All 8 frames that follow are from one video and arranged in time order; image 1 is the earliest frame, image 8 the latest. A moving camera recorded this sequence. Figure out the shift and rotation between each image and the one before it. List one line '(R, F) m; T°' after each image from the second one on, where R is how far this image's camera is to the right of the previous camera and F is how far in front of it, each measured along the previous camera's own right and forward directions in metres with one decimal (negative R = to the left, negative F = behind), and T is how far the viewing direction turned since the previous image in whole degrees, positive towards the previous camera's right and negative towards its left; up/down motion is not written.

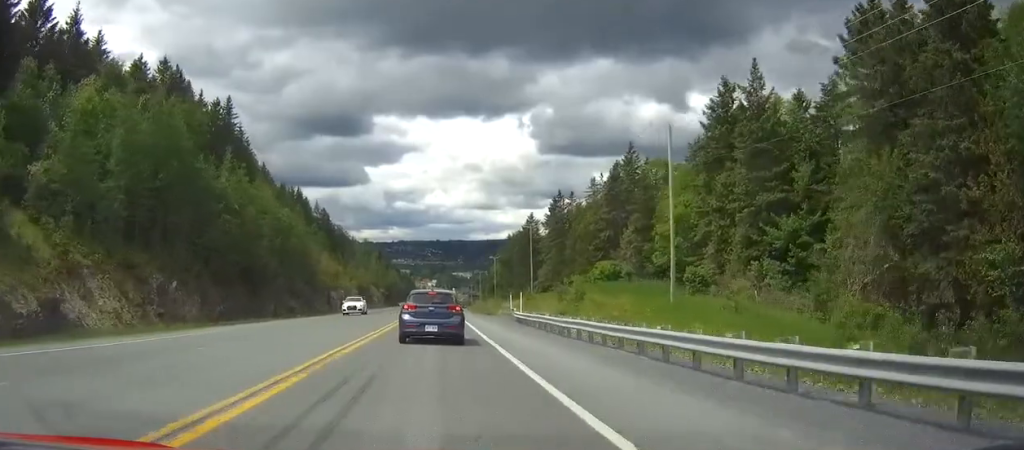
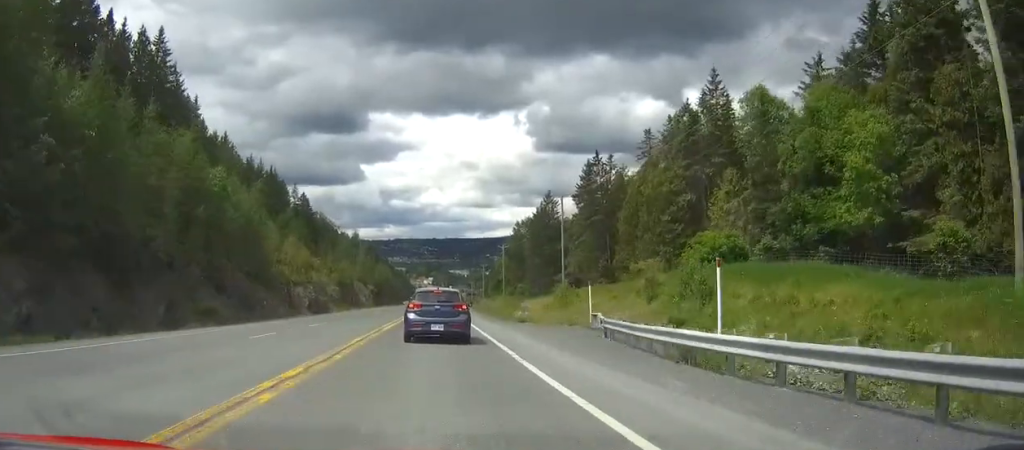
(0.0, +27.6) m; 0°
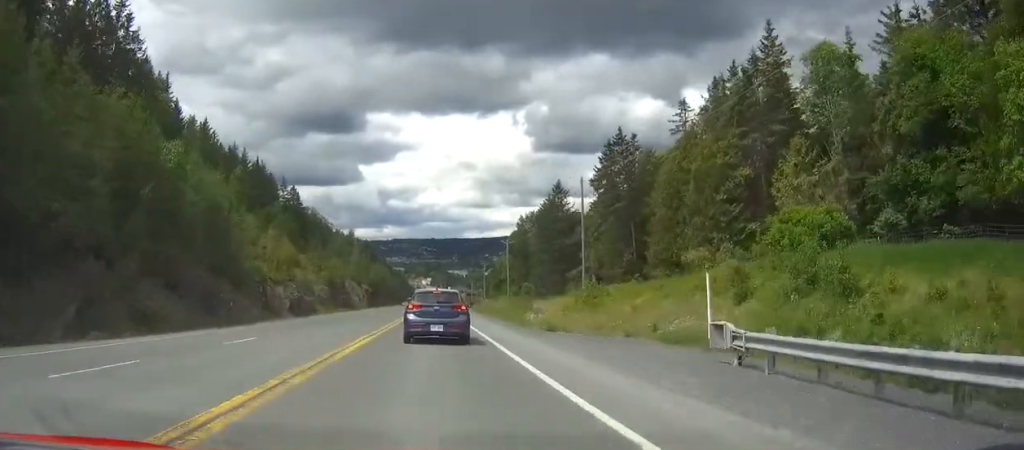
(0.0, +11.5) m; 0°
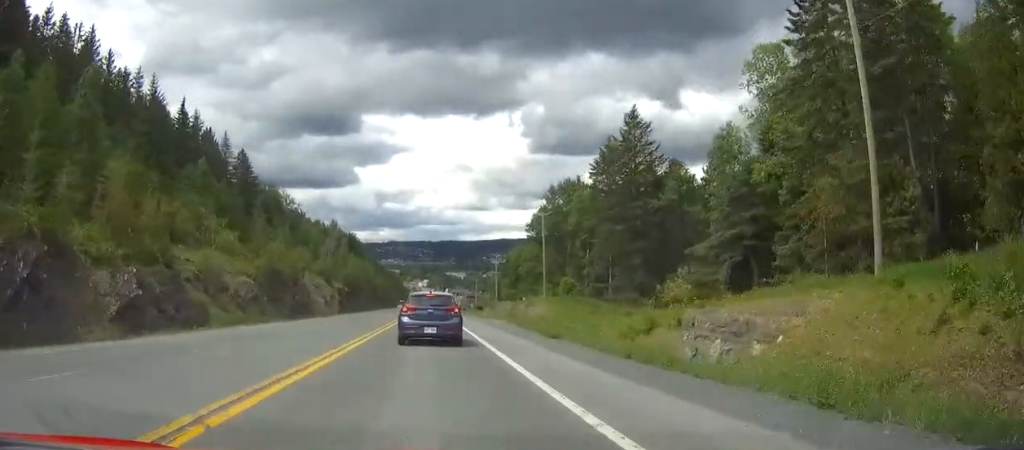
(+0.2, +46.5) m; 0°
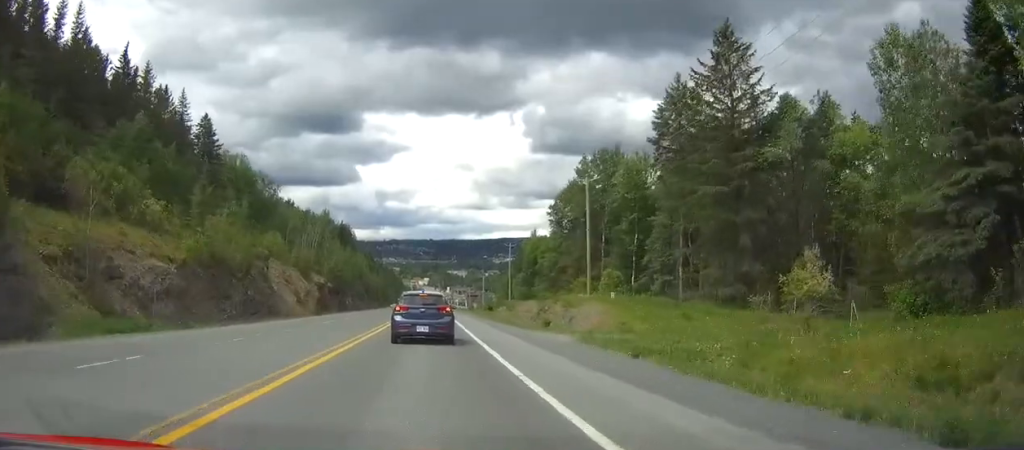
(-0.1, +23.9) m; 0°
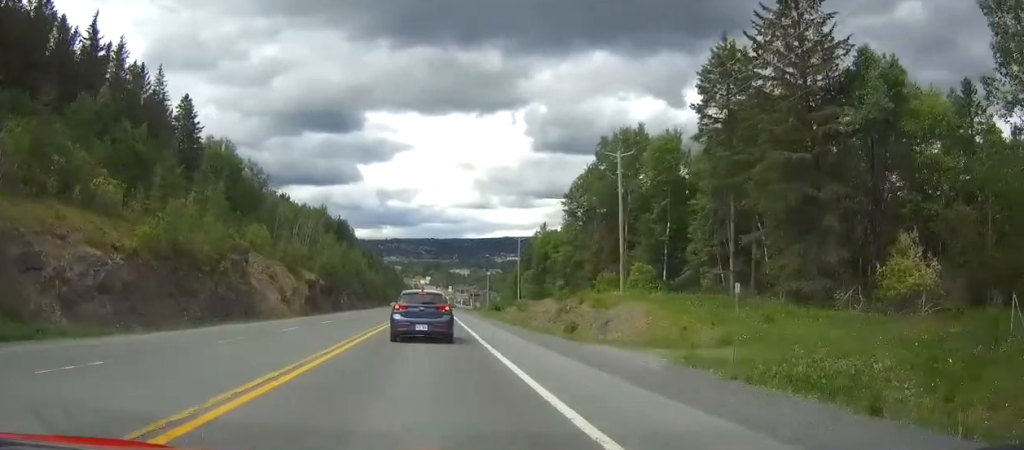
(0.0, +10.3) m; 0°
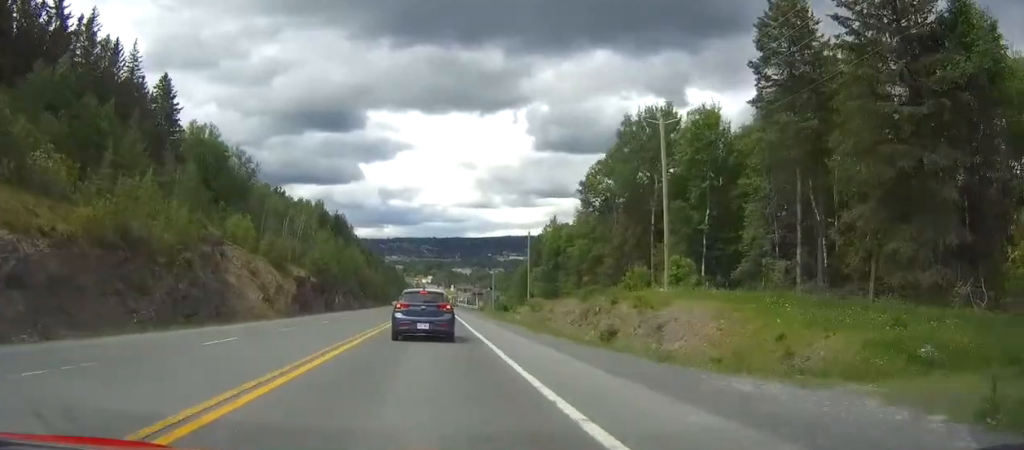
(0.0, +9.7) m; 0°
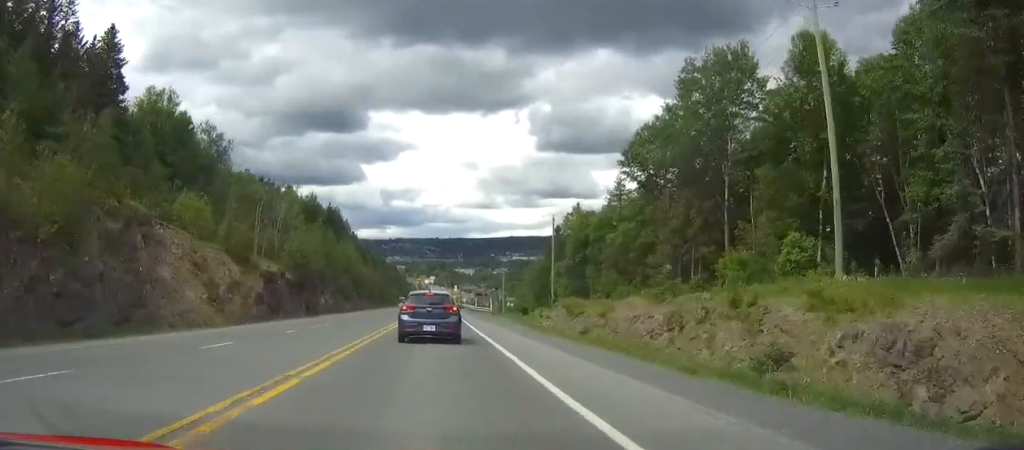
(0.0, +18.8) m; 0°
